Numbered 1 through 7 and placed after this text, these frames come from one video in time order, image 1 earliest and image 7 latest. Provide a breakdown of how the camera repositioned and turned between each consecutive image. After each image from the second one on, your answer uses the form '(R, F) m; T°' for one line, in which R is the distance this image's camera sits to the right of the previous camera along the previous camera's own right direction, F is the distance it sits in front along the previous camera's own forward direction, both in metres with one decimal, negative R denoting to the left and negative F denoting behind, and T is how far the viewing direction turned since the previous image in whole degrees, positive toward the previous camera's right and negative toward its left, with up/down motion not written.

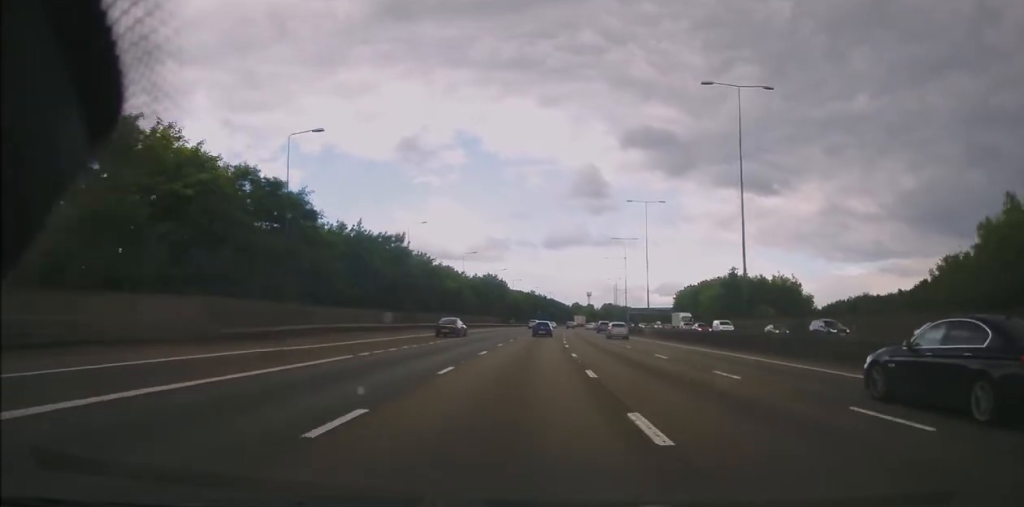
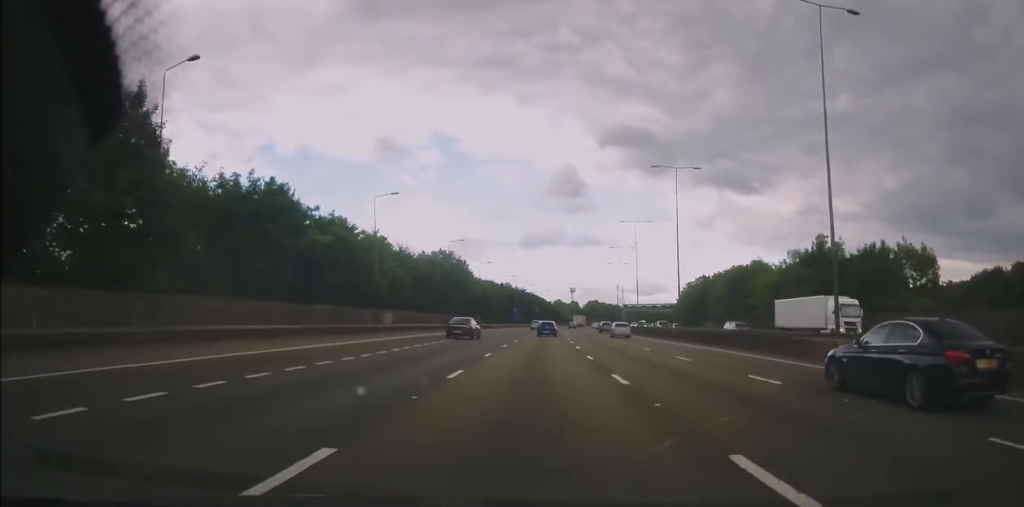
(+0.2, +45.8) m; +1°
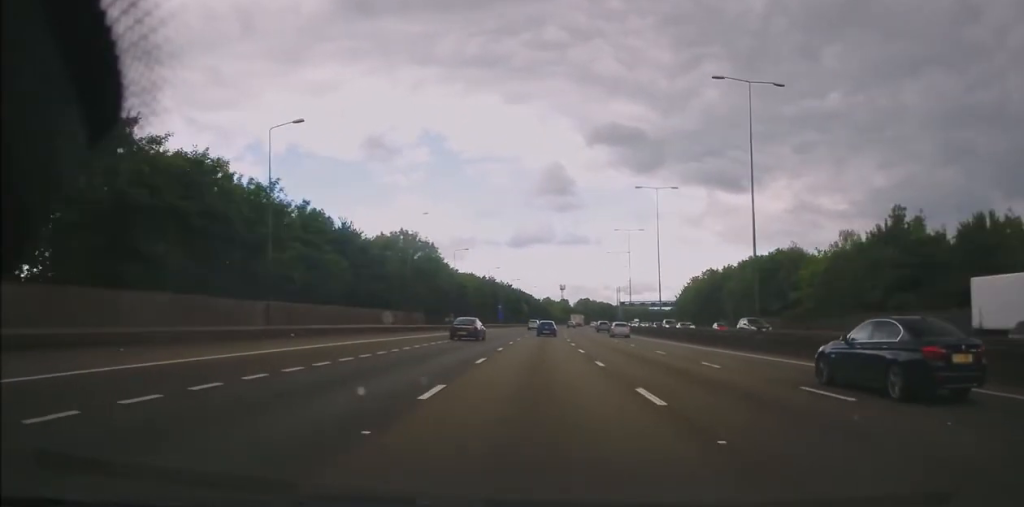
(+0.2, +20.5) m; +1°
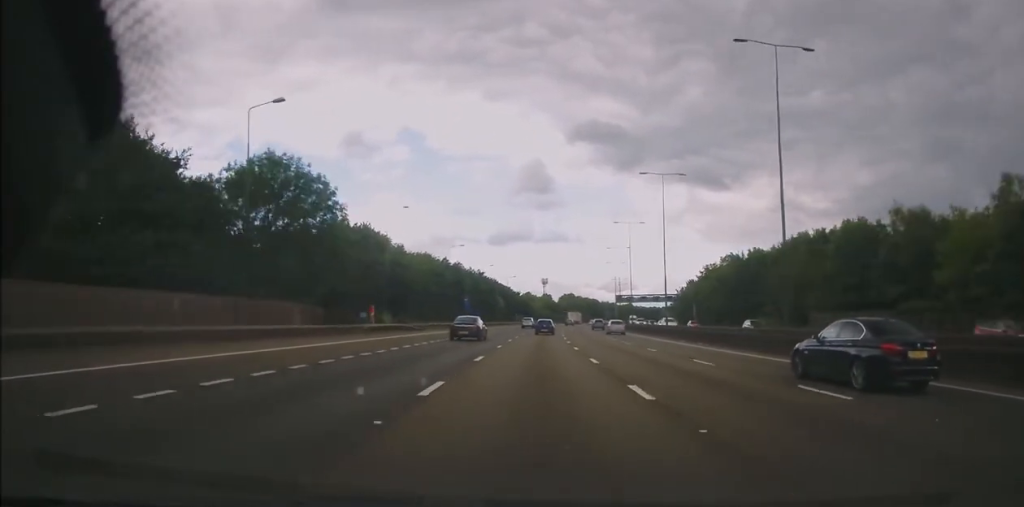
(+0.9, +34.1) m; +3°
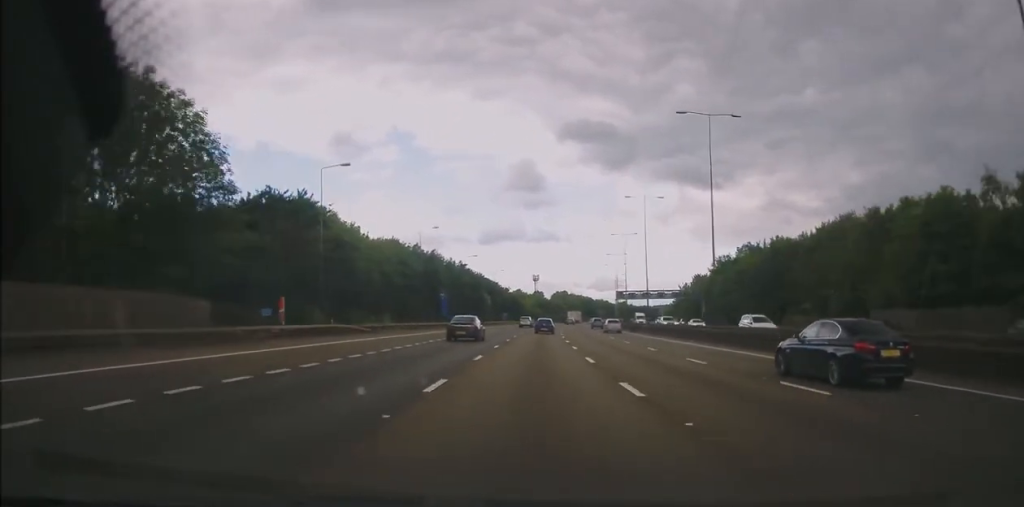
(+0.6, +17.5) m; +1°
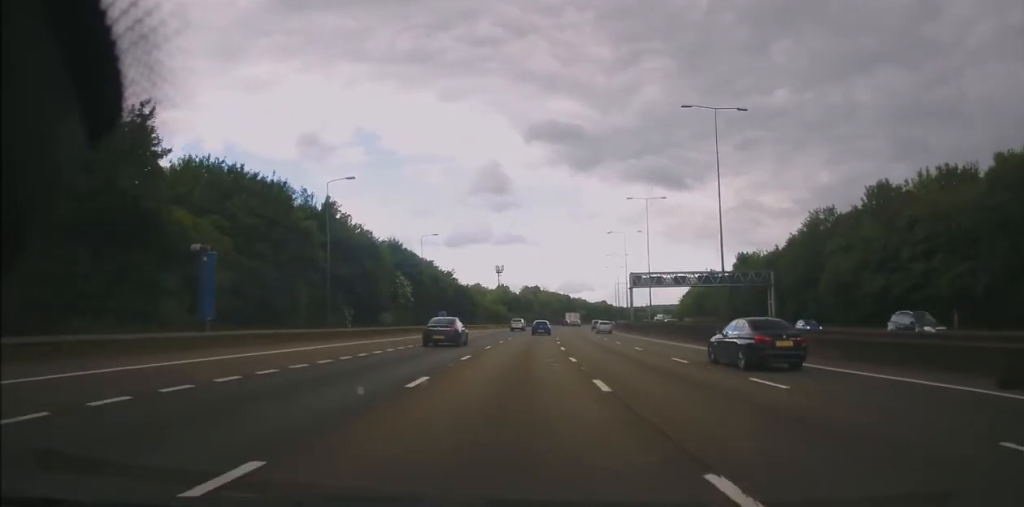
(+0.7, +60.7) m; +2°
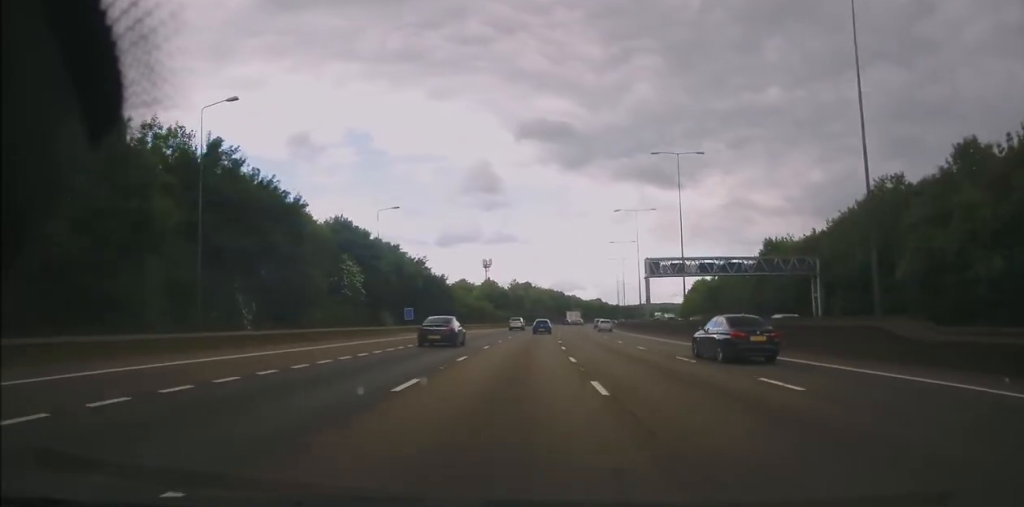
(+0.1, +18.3) m; +1°
